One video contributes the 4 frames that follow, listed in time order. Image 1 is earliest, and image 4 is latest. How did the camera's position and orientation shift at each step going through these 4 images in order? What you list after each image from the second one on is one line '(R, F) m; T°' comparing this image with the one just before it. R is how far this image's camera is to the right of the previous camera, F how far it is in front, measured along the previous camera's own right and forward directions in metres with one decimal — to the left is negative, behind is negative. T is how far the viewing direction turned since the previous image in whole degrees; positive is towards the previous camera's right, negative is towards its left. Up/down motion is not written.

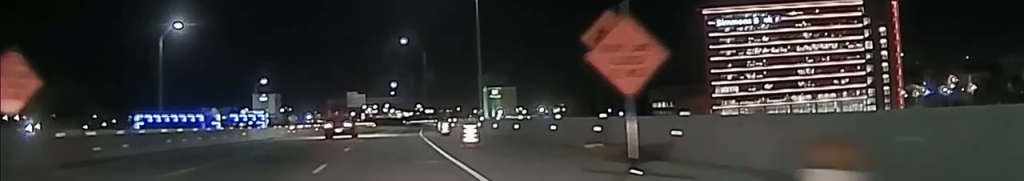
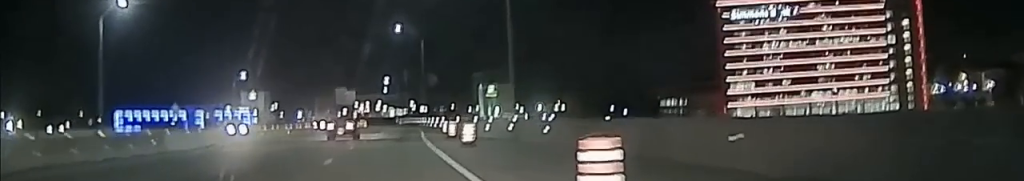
(0.0, +22.4) m; 0°
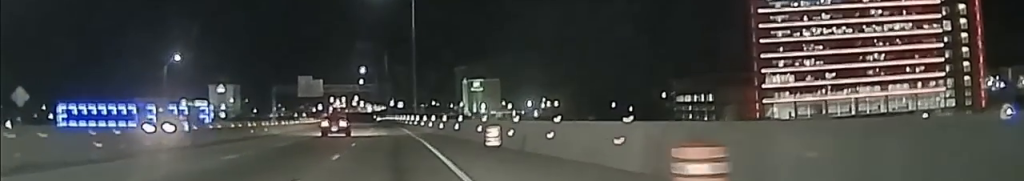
(+0.7, +45.7) m; +3°
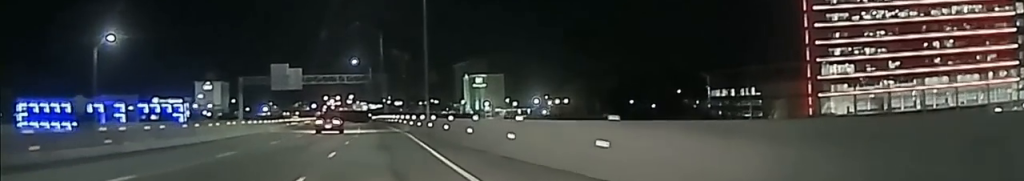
(-0.1, +34.7) m; -2°
